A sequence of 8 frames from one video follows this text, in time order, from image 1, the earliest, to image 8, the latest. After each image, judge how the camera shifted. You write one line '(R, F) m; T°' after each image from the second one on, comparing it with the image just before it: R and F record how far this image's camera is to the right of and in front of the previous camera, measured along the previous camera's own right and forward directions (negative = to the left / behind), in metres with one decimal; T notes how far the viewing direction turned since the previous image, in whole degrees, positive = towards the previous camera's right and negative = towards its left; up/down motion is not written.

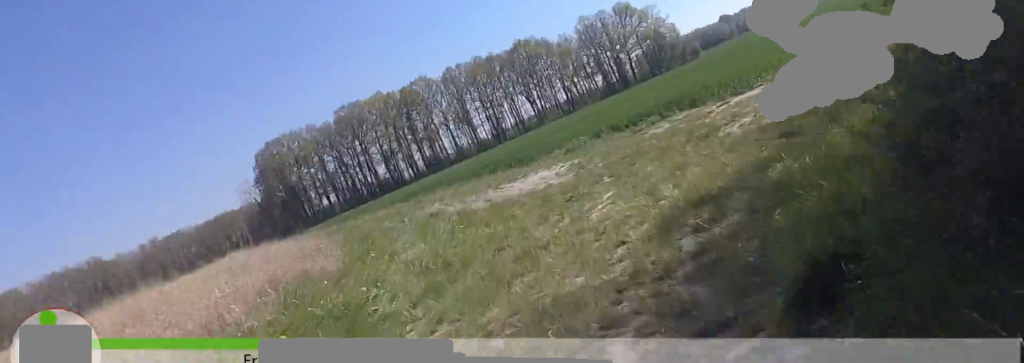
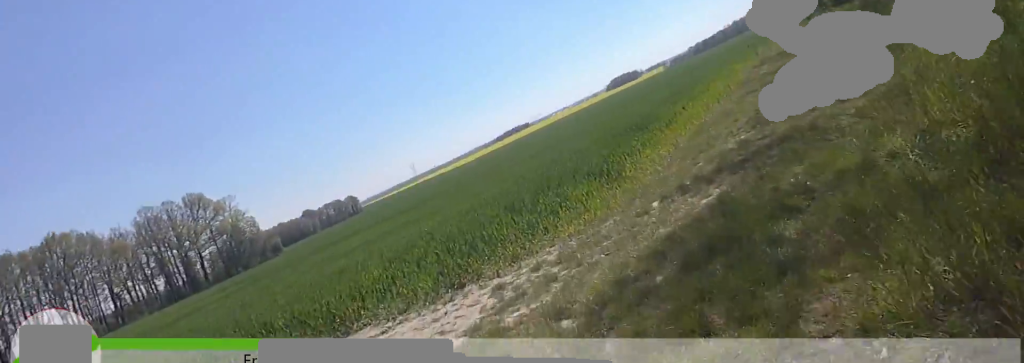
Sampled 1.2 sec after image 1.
(+0.9, +8.1) m; +21°
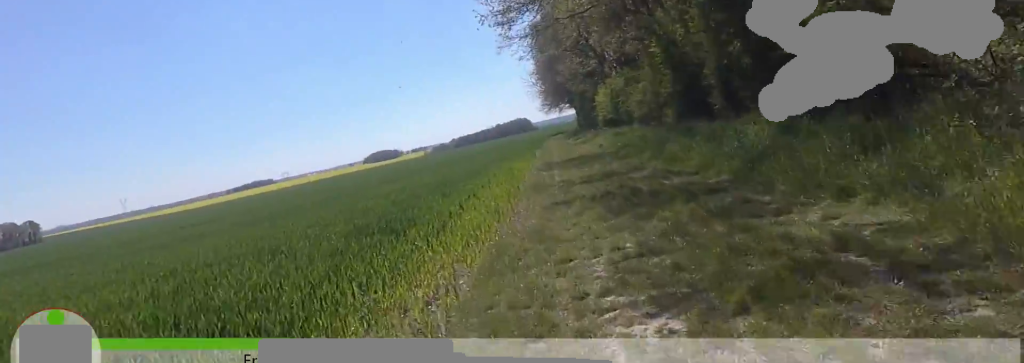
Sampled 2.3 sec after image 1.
(+1.5, +6.5) m; +17°
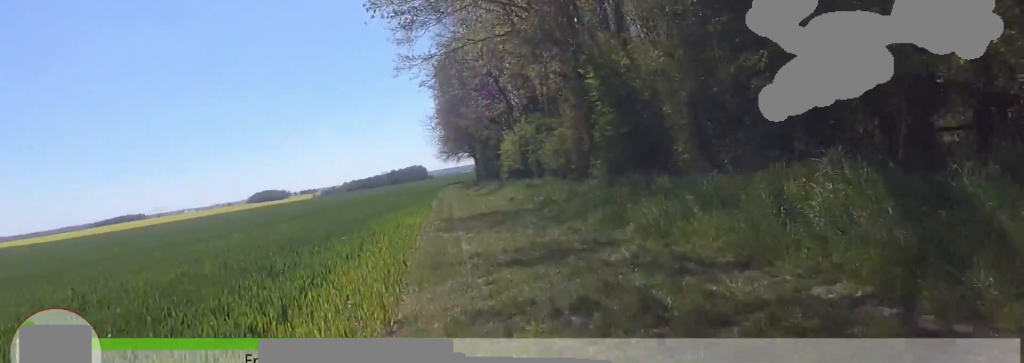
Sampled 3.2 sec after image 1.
(+0.3, +6.1) m; +10°
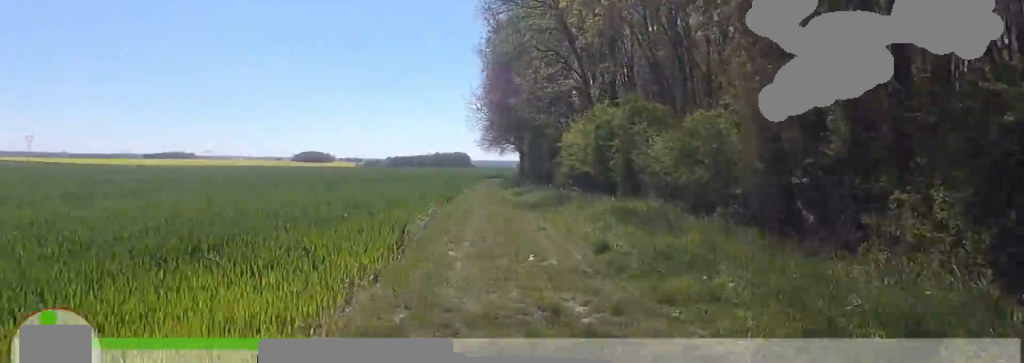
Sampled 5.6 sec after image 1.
(0.0, +13.8) m; -9°
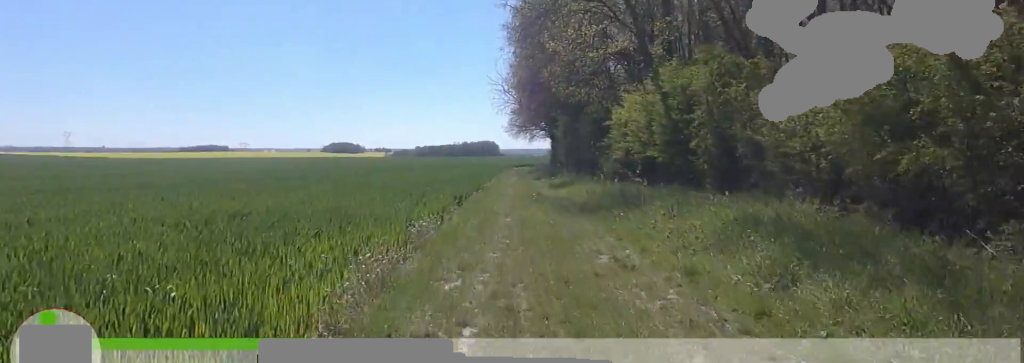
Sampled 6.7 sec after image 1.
(+1.3, +7.1) m; +12°
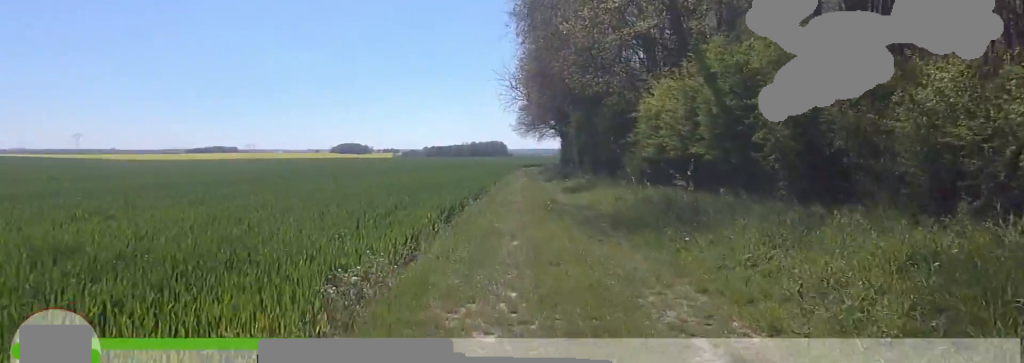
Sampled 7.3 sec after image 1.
(0.0, +4.1) m; -4°
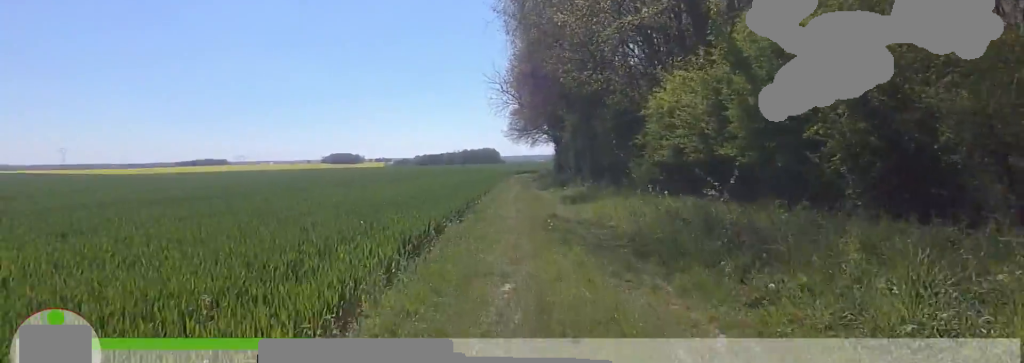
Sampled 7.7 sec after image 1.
(+0.2, +2.9) m; -3°
